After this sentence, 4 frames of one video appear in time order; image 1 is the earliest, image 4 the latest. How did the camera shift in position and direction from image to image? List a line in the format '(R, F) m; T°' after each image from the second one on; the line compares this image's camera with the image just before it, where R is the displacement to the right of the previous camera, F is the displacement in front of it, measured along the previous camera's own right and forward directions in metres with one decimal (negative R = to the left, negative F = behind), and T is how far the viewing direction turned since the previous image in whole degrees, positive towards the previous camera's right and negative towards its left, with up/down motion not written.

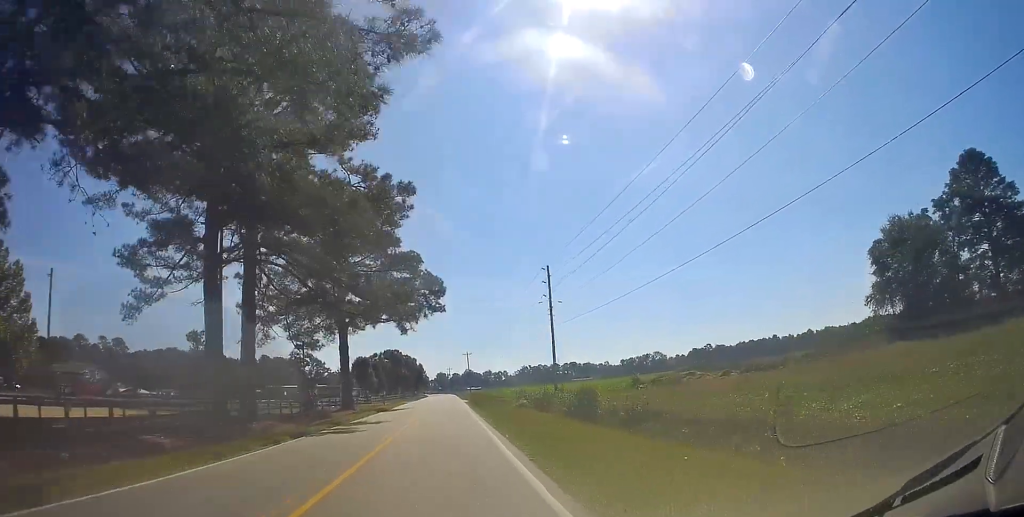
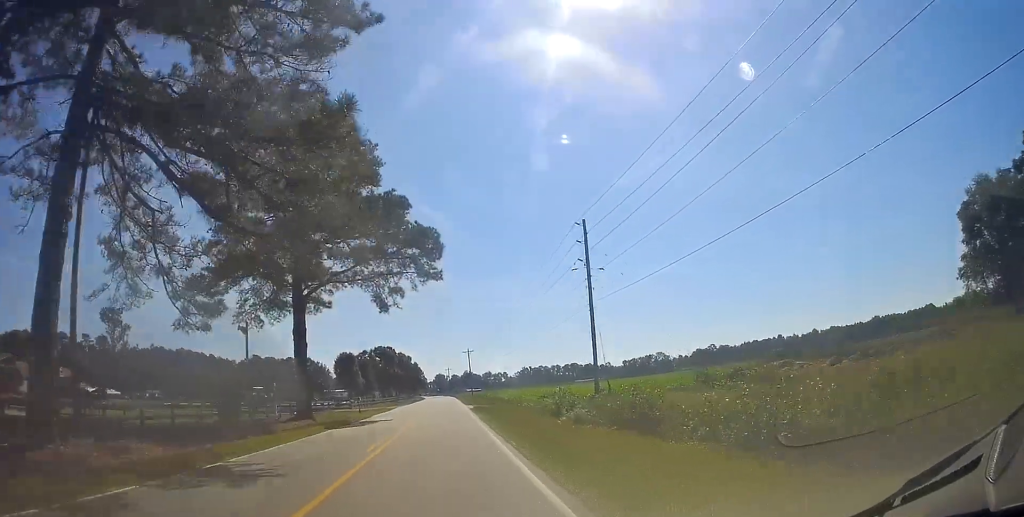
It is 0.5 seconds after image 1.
(-0.1, +15.2) m; 0°
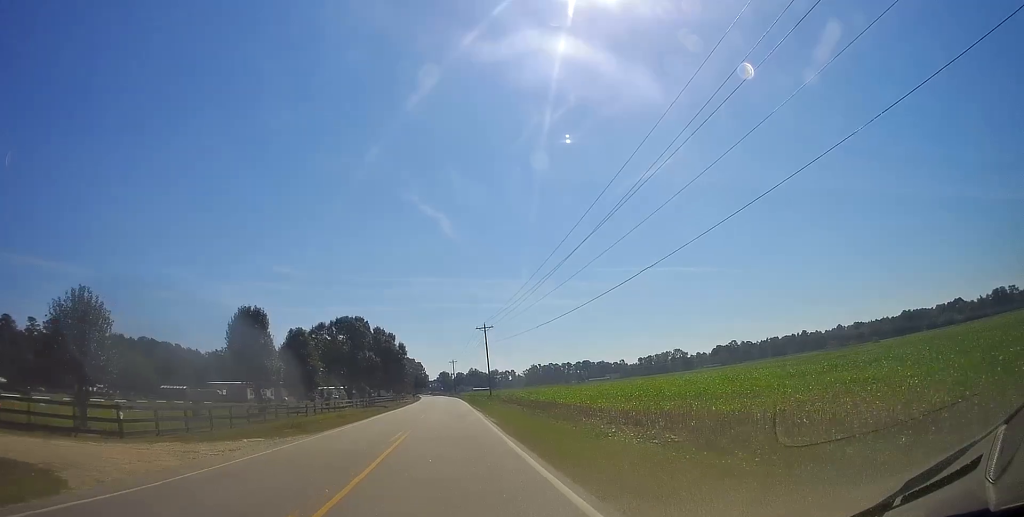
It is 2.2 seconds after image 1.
(+0.6, +46.3) m; 0°
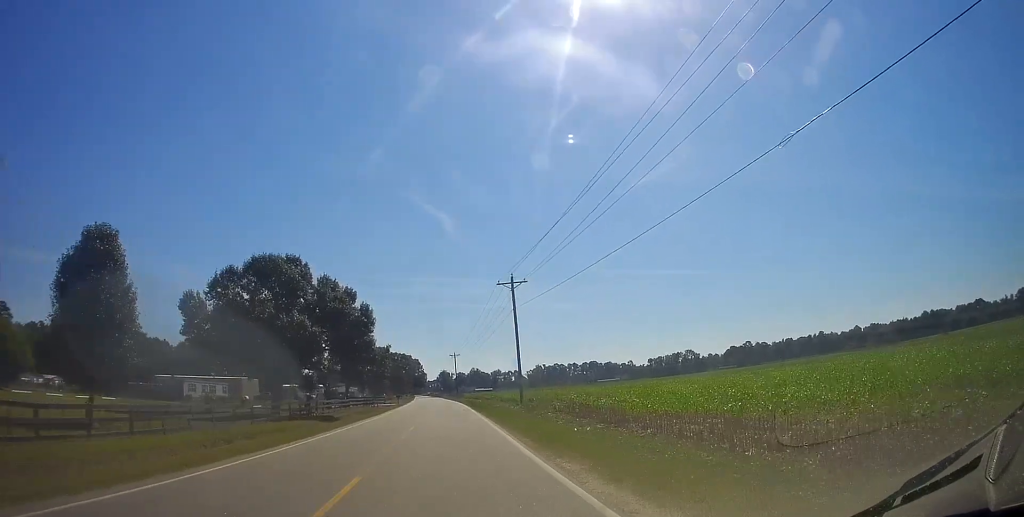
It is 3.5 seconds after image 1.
(-0.7, +34.2) m; -1°
